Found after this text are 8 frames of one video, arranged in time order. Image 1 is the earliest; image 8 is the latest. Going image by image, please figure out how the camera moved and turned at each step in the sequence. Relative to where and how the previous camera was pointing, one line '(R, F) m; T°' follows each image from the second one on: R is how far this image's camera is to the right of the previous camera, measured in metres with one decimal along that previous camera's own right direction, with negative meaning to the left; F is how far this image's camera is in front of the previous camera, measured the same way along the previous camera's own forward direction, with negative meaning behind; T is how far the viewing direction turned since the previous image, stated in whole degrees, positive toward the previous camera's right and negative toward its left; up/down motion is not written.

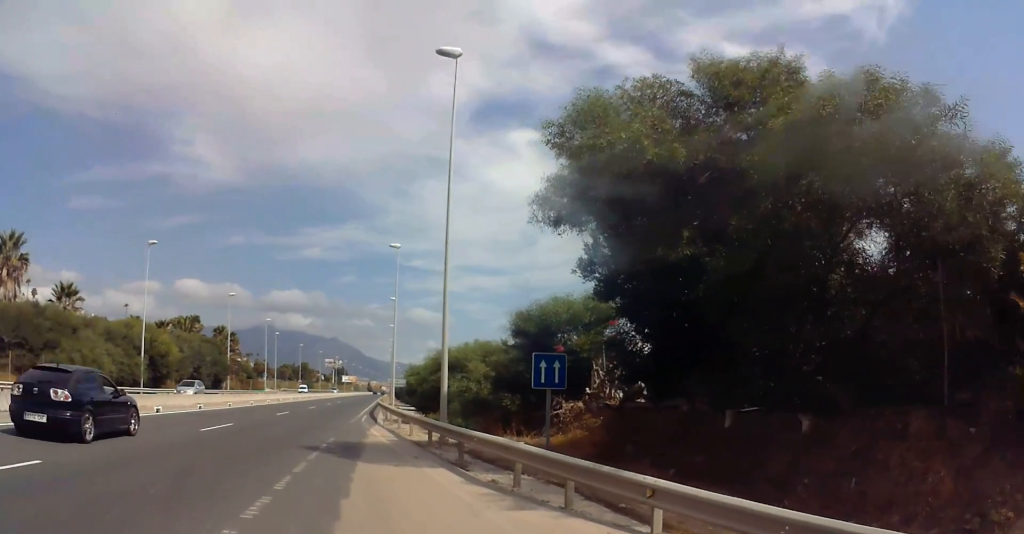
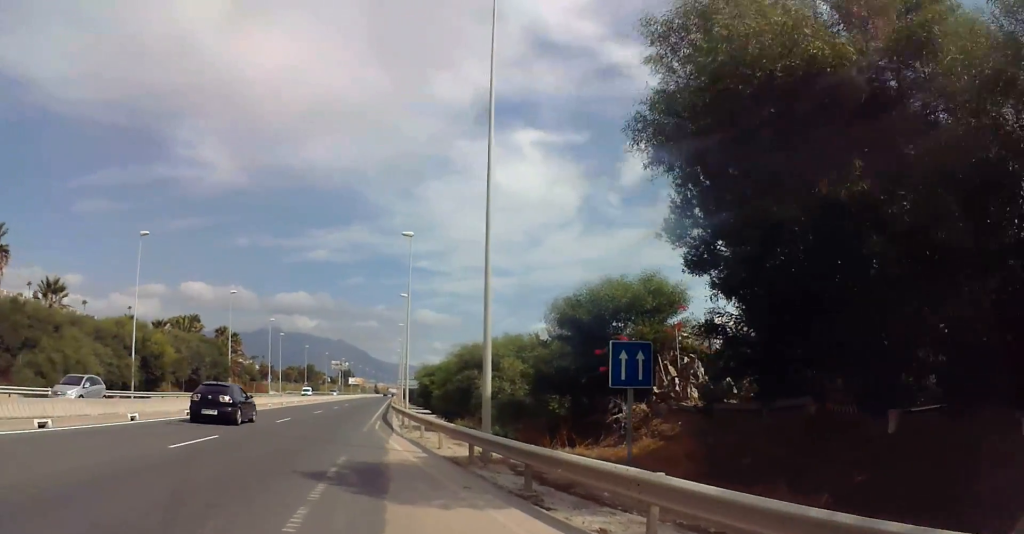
(0.0, +5.0) m; -2°
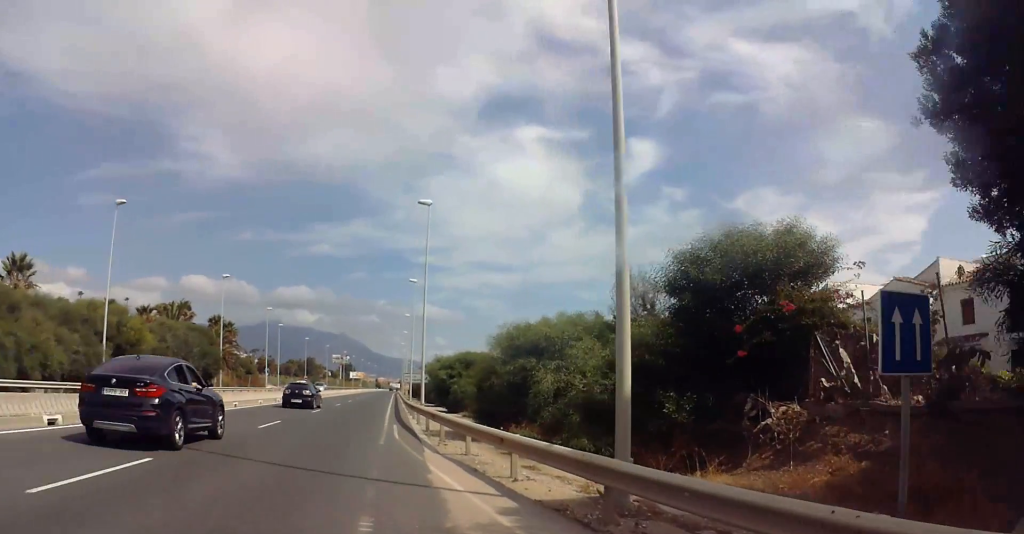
(-0.2, +6.7) m; -2°
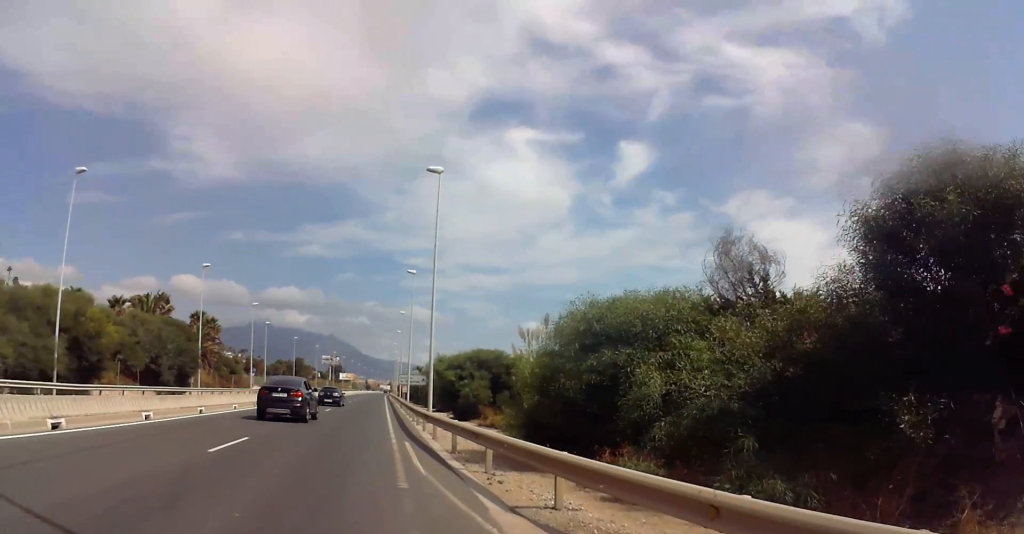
(0.0, +7.0) m; +2°
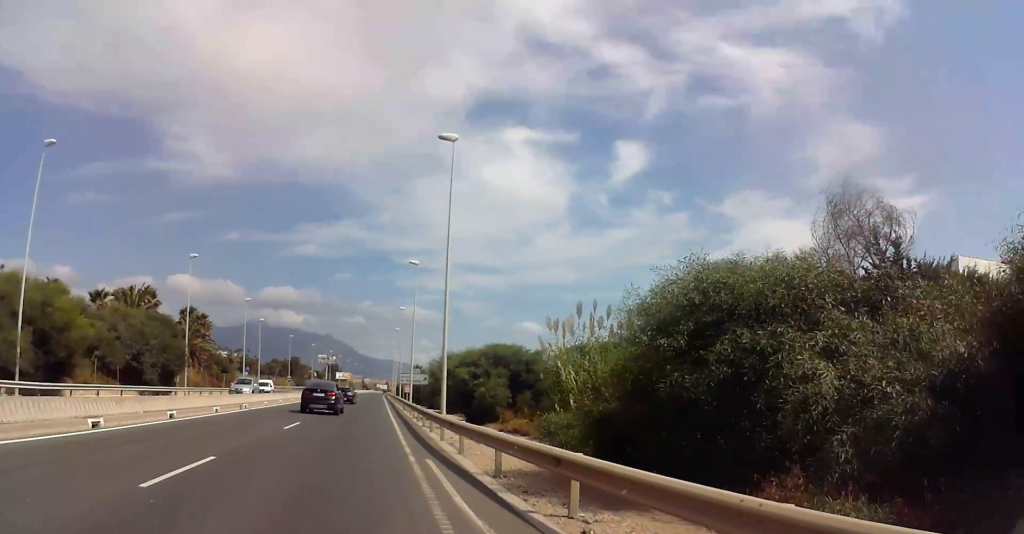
(+0.1, +4.6) m; 0°
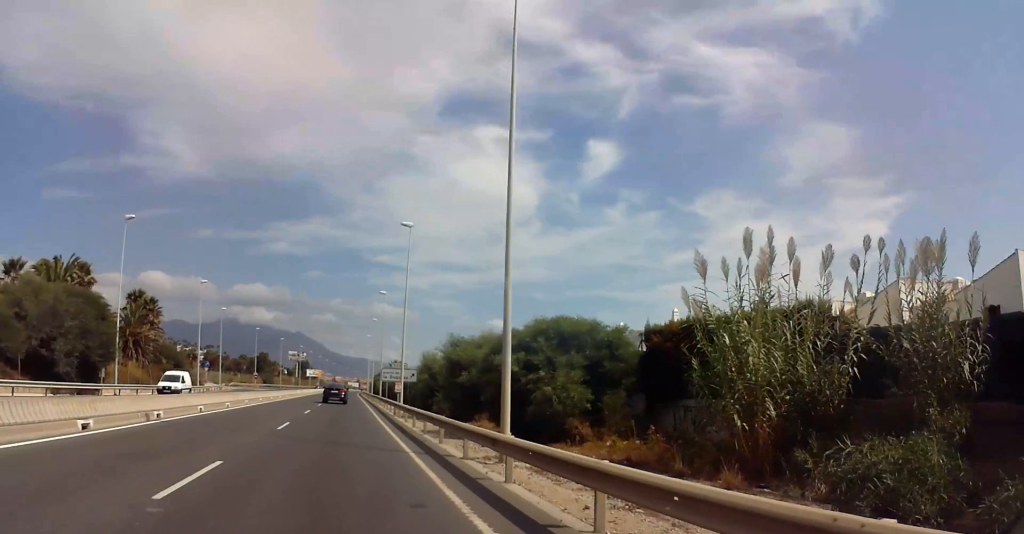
(-0.4, +13.8) m; -2°
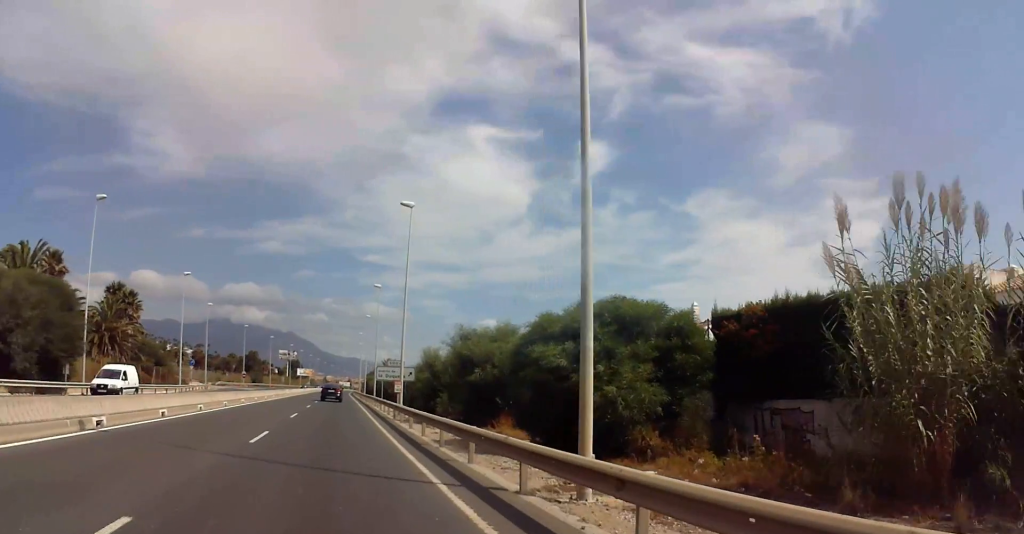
(+0.2, +4.9) m; +1°
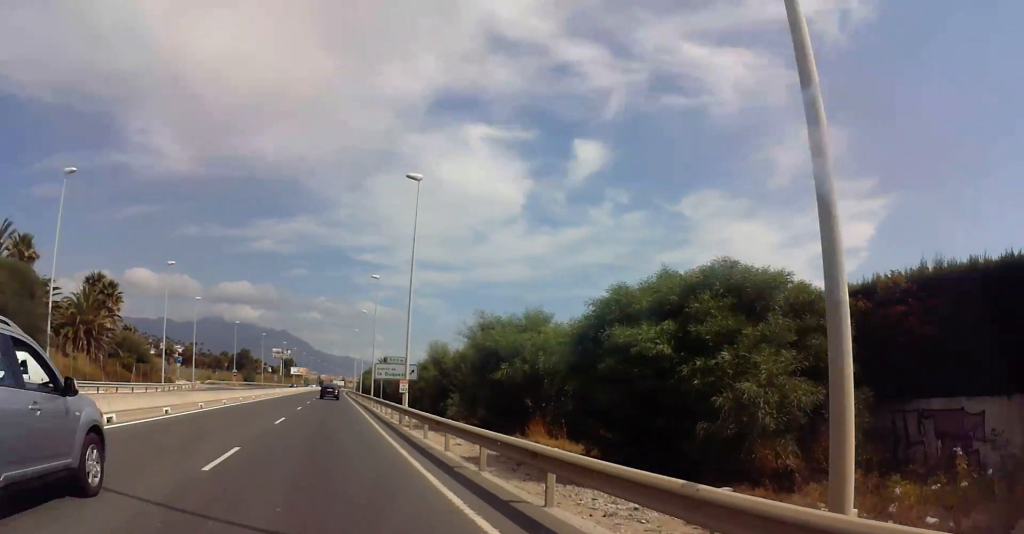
(+0.1, +5.8) m; +1°
